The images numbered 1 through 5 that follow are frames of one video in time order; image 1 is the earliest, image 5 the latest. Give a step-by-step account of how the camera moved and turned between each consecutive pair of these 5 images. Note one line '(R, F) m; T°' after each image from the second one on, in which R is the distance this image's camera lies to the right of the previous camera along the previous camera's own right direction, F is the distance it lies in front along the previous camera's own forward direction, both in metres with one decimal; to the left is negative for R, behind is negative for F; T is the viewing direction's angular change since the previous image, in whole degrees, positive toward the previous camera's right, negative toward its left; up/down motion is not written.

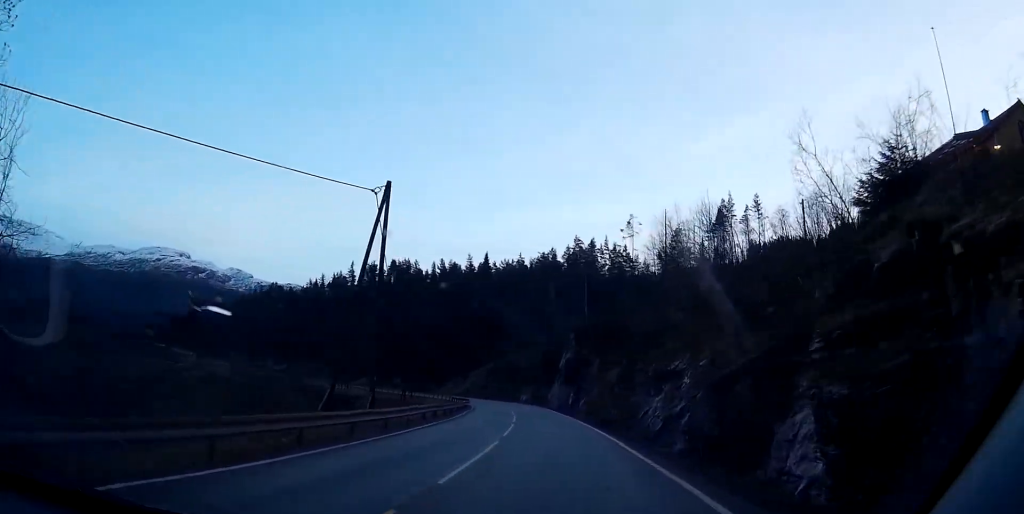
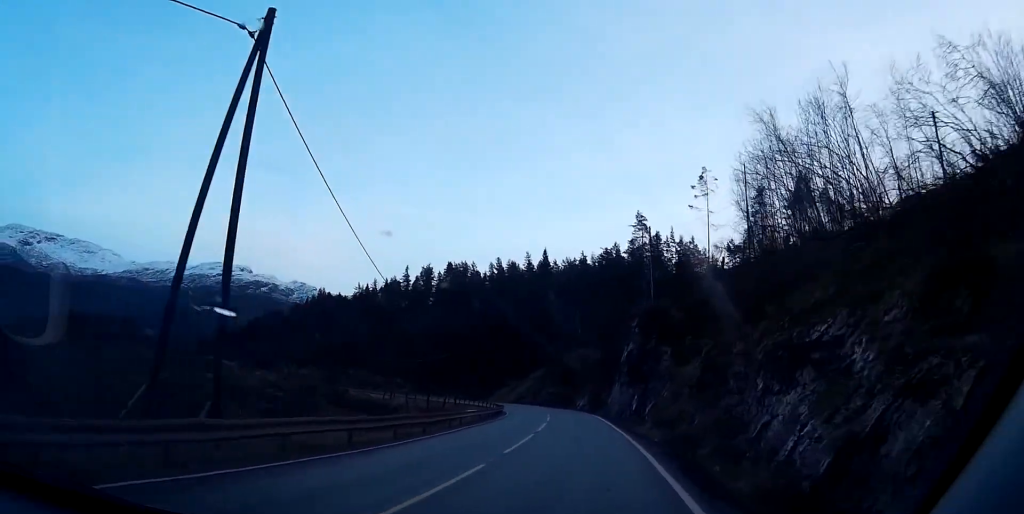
(-0.9, +18.0) m; -4°
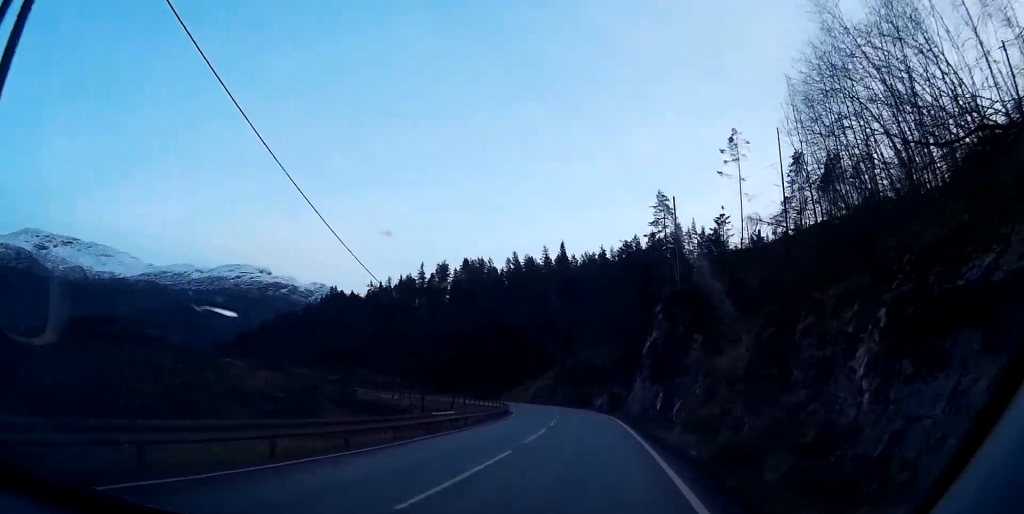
(0.0, +8.9) m; -1°
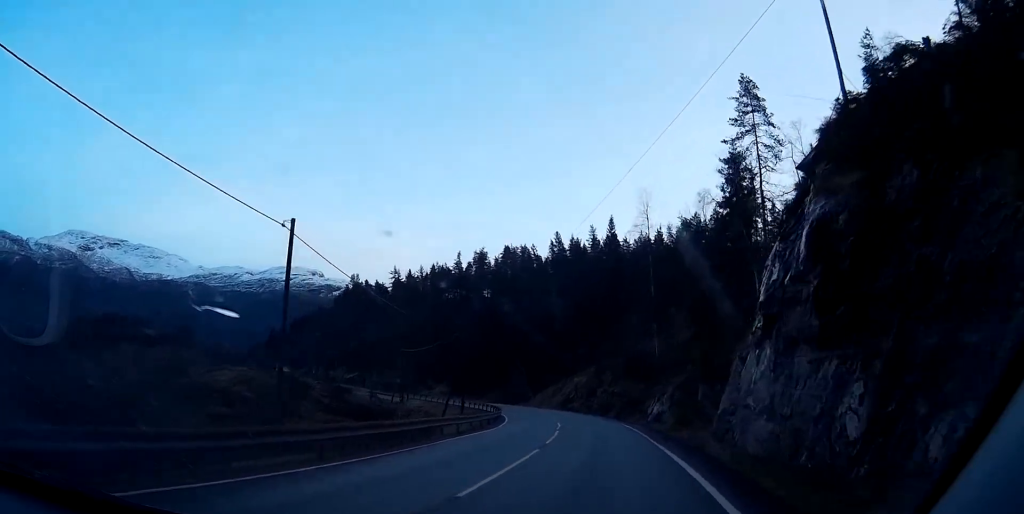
(-2.8, +34.2) m; -11°
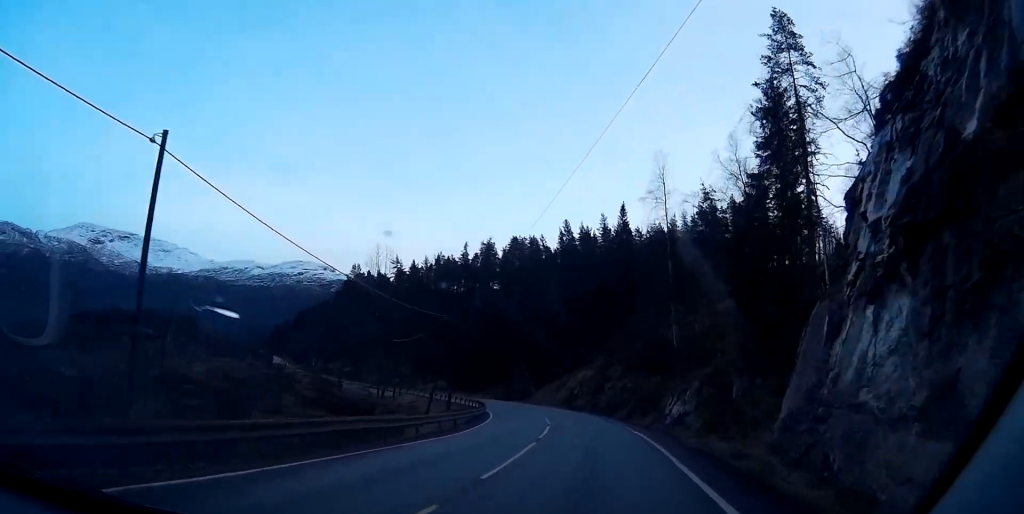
(-0.4, +10.4) m; -4°
